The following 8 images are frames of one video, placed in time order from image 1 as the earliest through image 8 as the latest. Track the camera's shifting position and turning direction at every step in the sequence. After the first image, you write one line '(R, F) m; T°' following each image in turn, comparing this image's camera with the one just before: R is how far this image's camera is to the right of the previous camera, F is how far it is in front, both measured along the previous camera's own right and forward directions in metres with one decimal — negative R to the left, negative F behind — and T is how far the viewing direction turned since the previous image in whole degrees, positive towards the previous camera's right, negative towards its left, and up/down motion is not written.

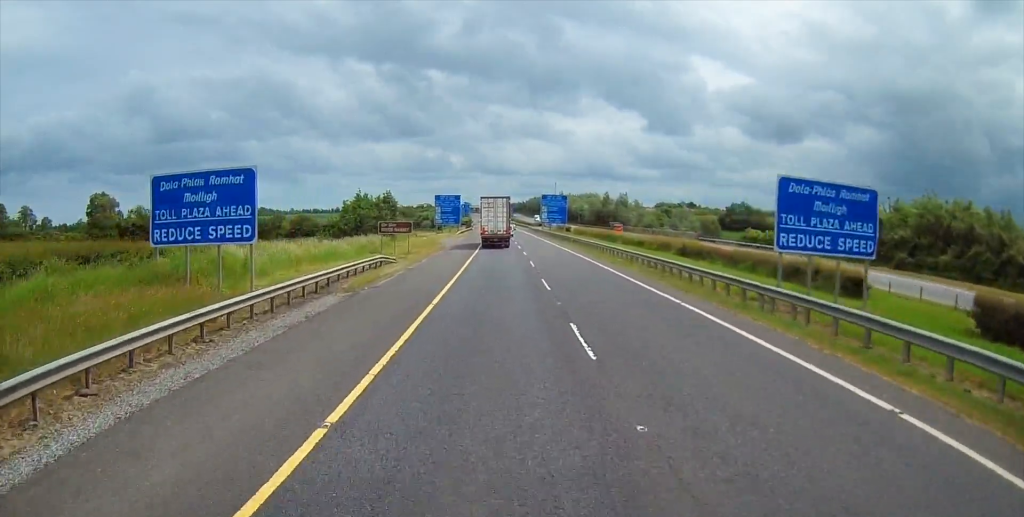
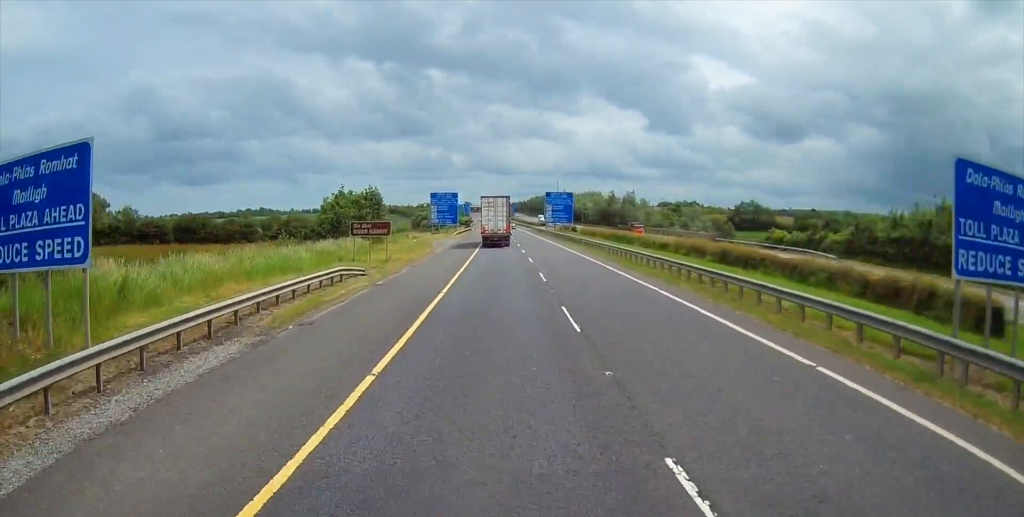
(-0.1, +9.2) m; 0°
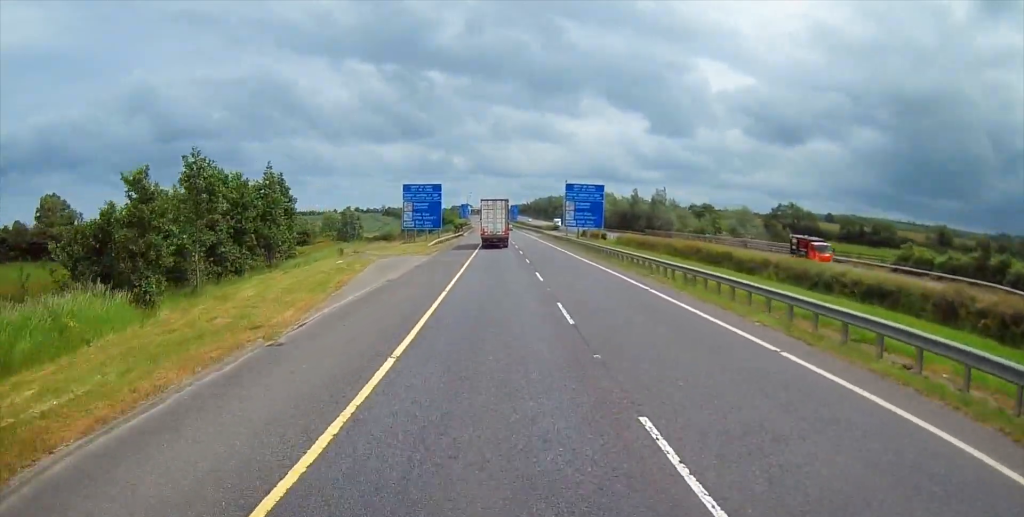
(0.0, +34.4) m; -1°
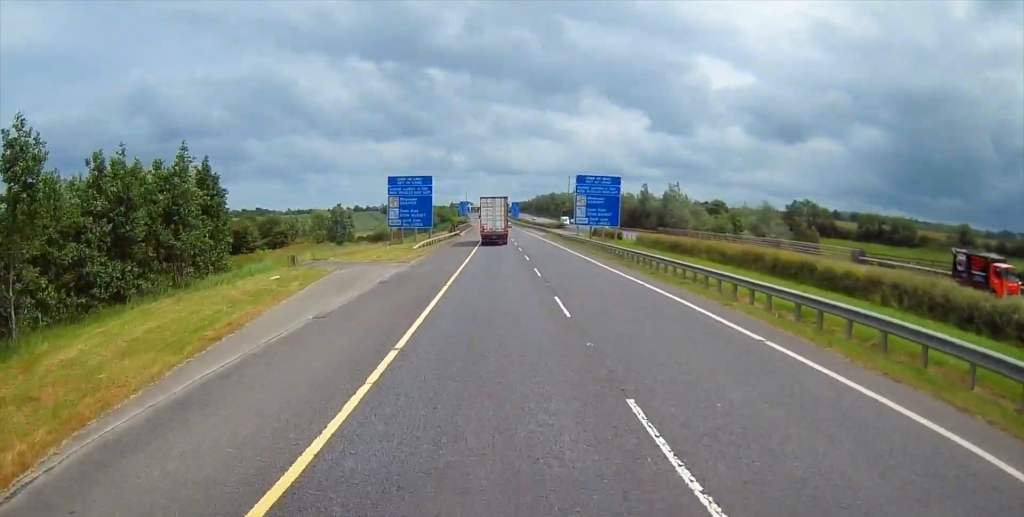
(-0.2, +11.3) m; -1°
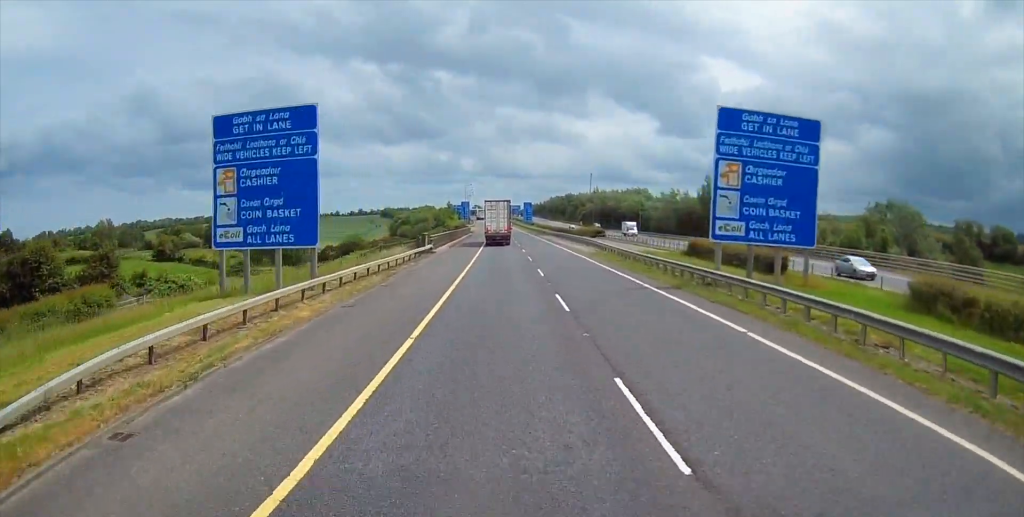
(+0.3, +46.6) m; 0°
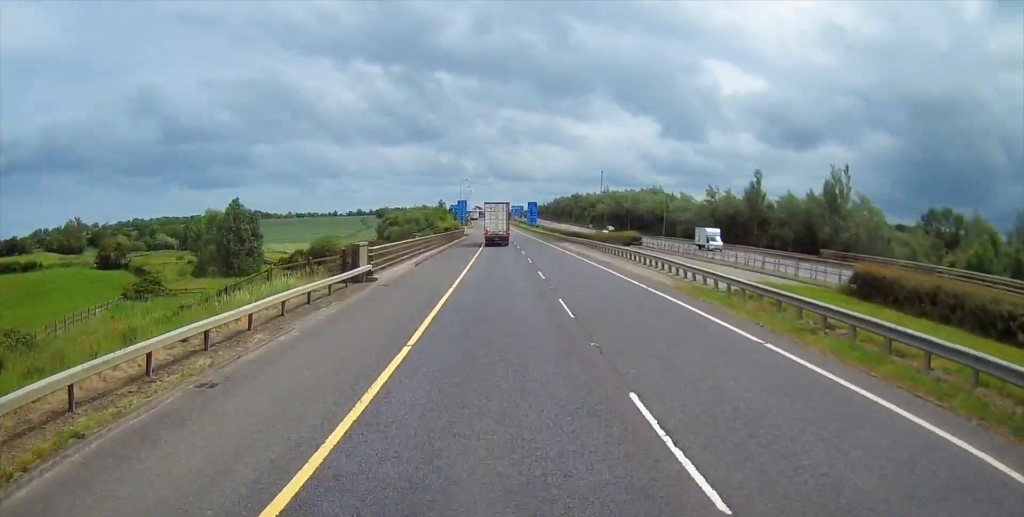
(-0.4, +24.9) m; -1°
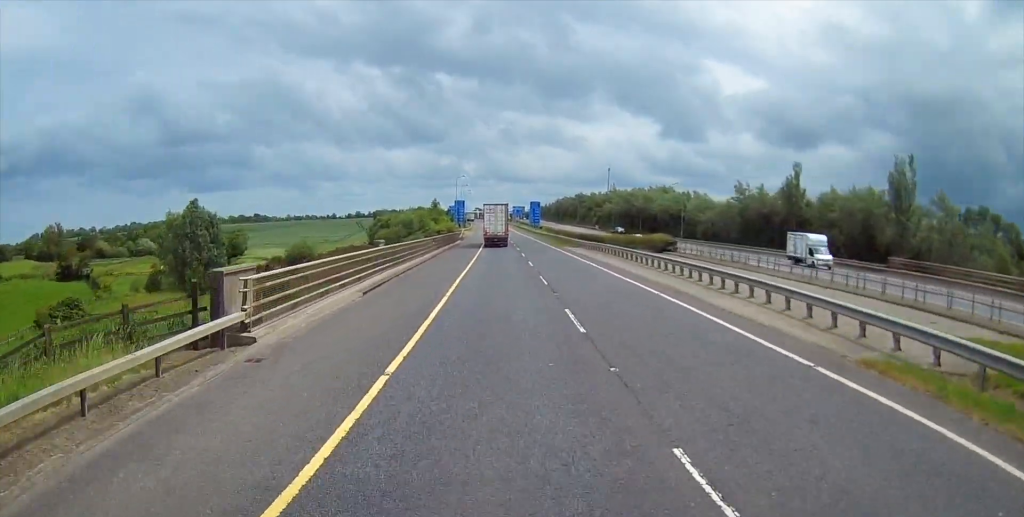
(0.0, +14.3) m; 0°
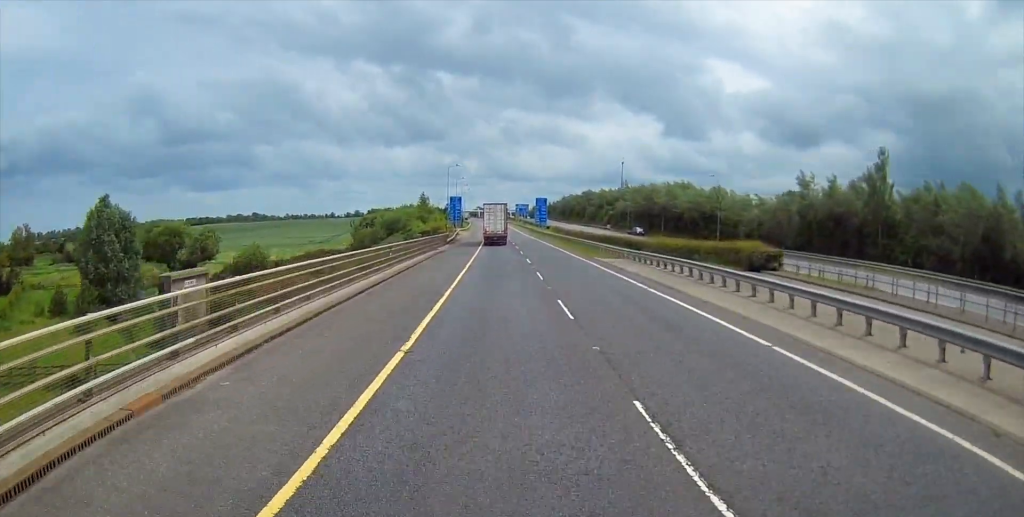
(+0.3, +21.9) m; +1°
